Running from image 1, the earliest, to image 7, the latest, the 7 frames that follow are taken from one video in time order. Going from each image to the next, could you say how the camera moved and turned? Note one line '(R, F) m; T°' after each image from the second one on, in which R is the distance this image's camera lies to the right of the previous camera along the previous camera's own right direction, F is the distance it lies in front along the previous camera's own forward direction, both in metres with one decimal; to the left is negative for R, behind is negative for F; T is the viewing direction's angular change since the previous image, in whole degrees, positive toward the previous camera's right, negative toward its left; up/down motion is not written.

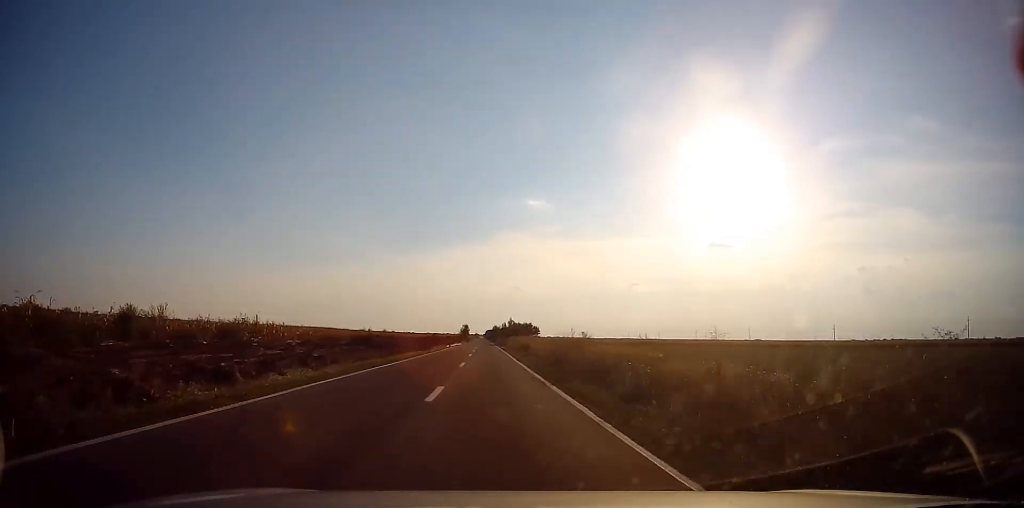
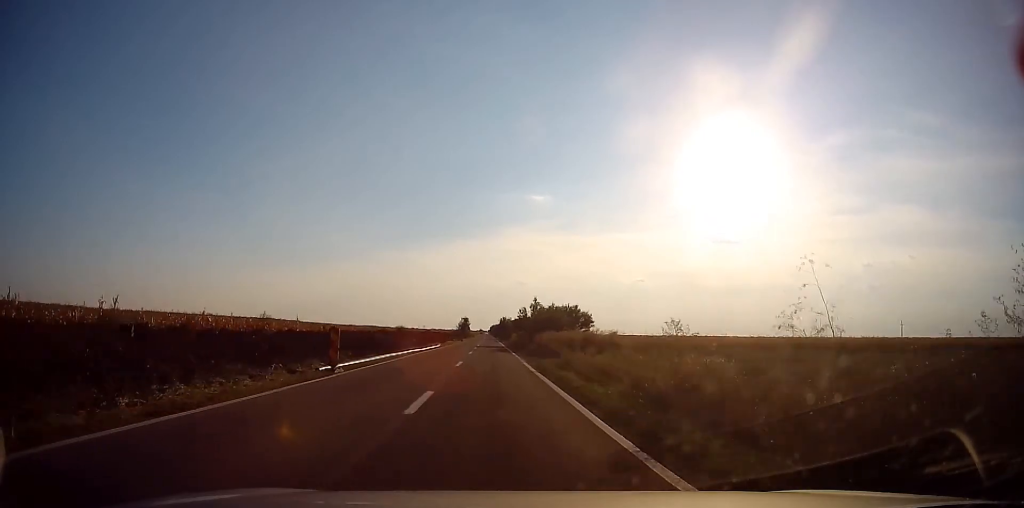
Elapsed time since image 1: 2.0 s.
(-0.5, +50.0) m; 0°
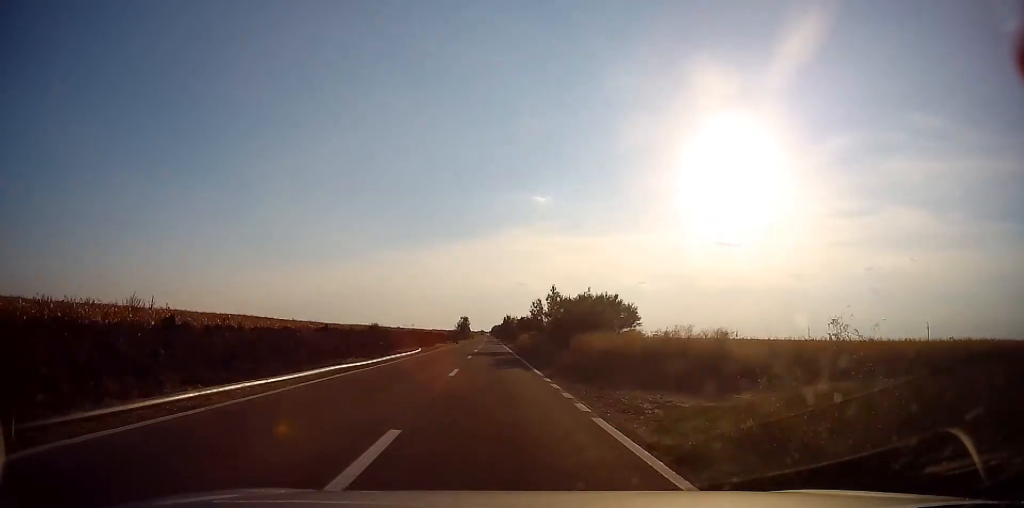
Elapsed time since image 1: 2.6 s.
(+0.1, +16.3) m; +1°
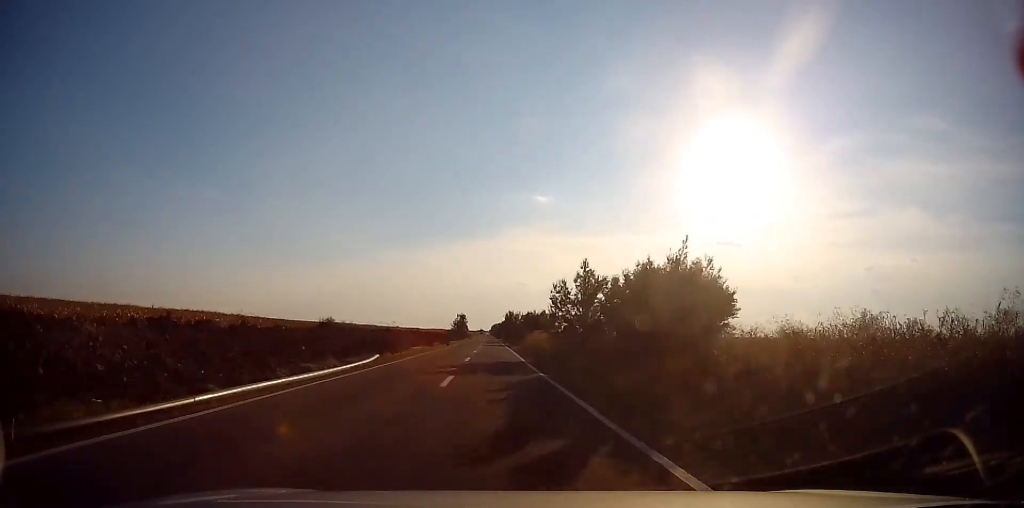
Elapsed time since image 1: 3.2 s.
(+0.3, +15.1) m; 0°
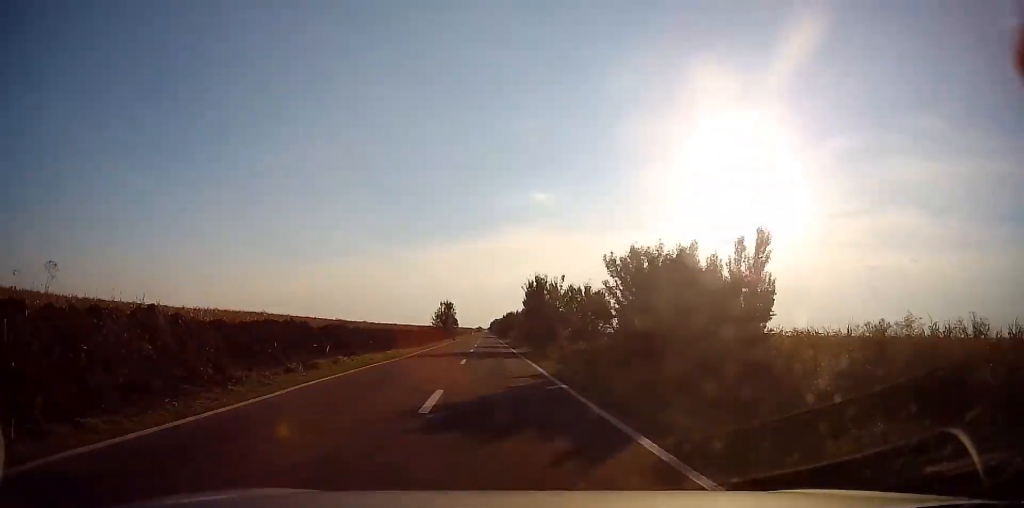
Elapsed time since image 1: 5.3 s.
(-0.8, +52.2) m; -1°
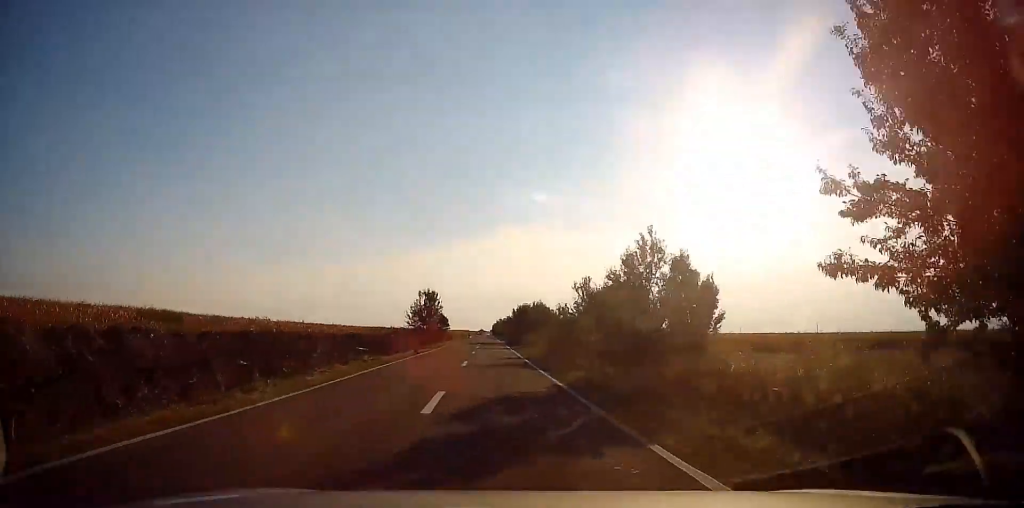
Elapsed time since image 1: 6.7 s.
(+0.1, +35.8) m; 0°
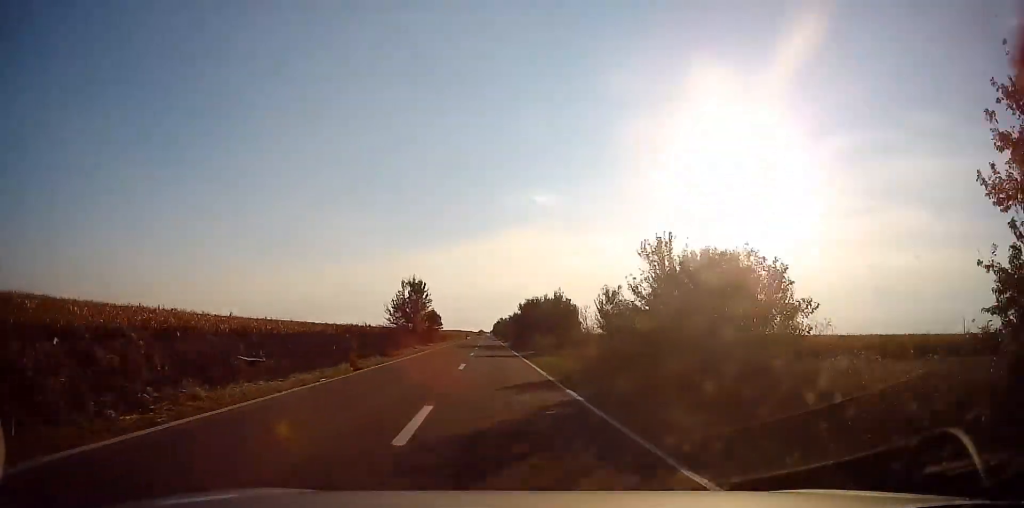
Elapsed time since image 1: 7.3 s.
(0.0, +14.2) m; 0°
